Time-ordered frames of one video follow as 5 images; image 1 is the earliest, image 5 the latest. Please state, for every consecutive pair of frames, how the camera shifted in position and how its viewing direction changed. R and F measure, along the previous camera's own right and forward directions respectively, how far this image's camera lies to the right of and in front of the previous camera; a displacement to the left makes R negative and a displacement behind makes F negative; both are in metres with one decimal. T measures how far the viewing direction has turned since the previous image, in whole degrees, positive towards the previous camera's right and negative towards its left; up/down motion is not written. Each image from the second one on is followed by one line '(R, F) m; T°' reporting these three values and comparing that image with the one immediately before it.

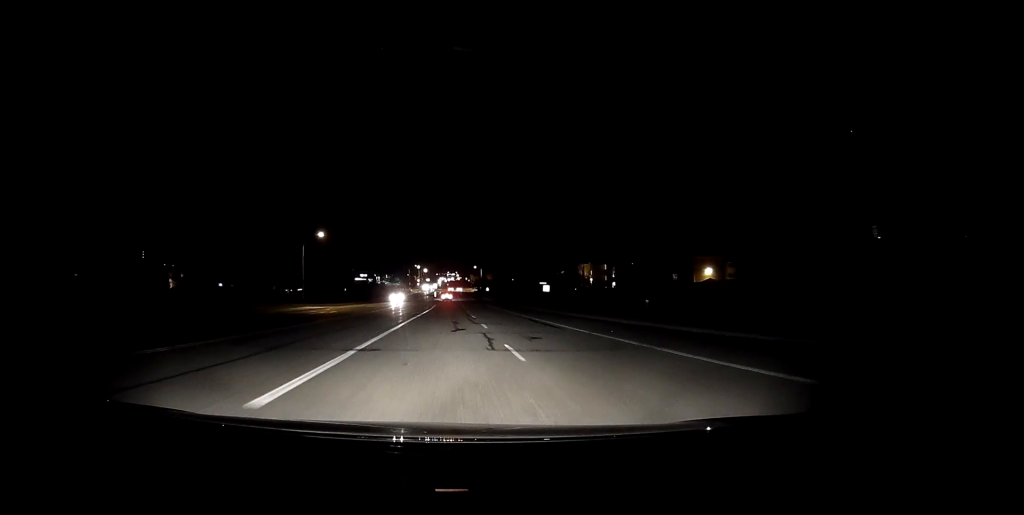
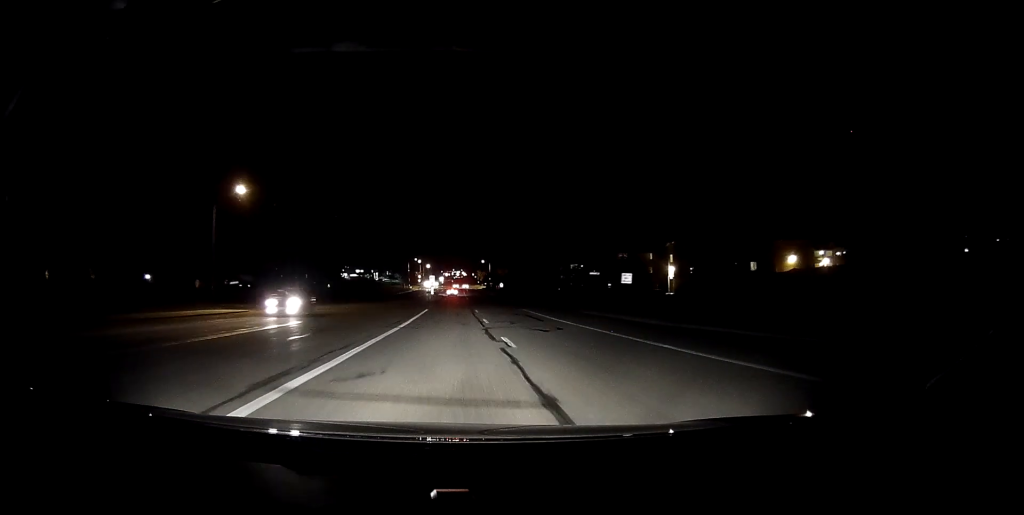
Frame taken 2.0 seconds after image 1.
(0.0, +34.5) m; 0°
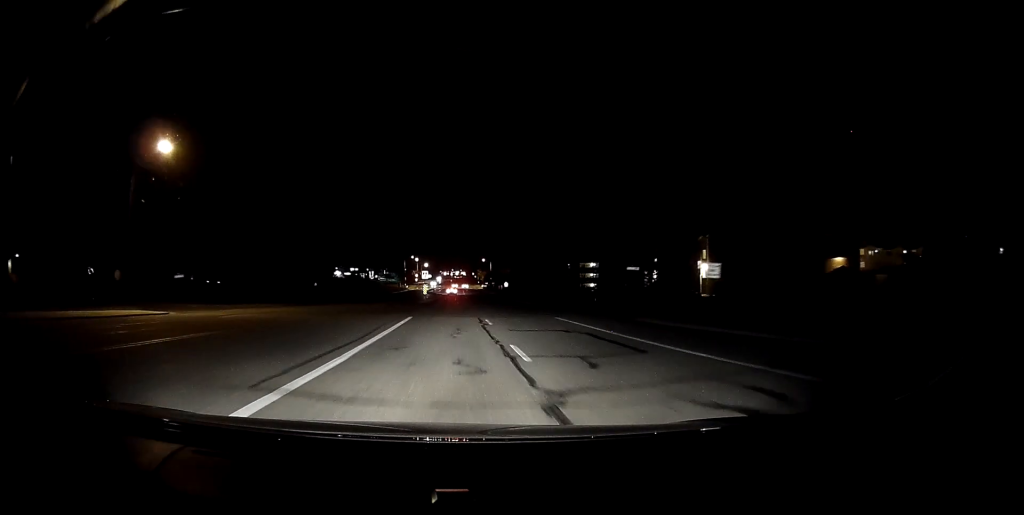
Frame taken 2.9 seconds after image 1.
(0.0, +15.0) m; 0°
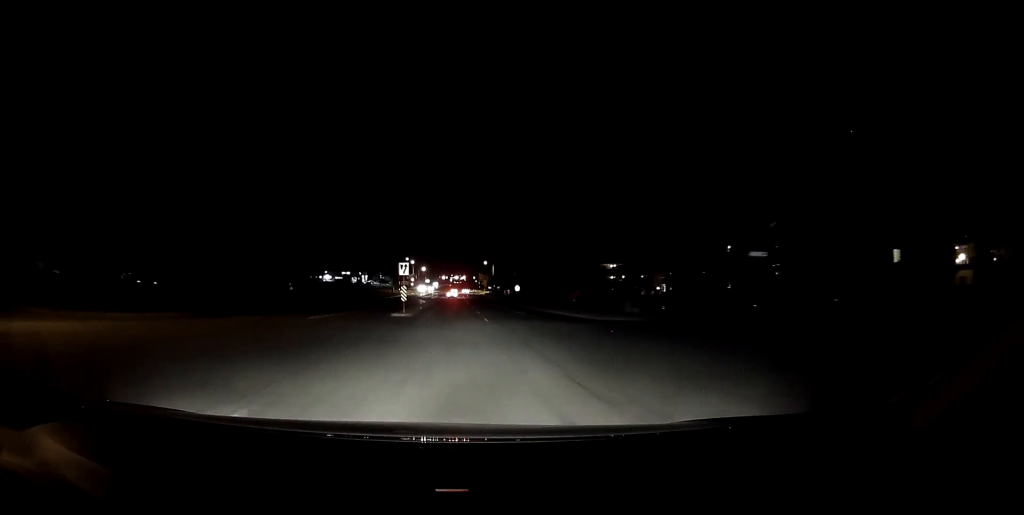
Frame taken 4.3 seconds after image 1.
(0.0, +22.9) m; 0°
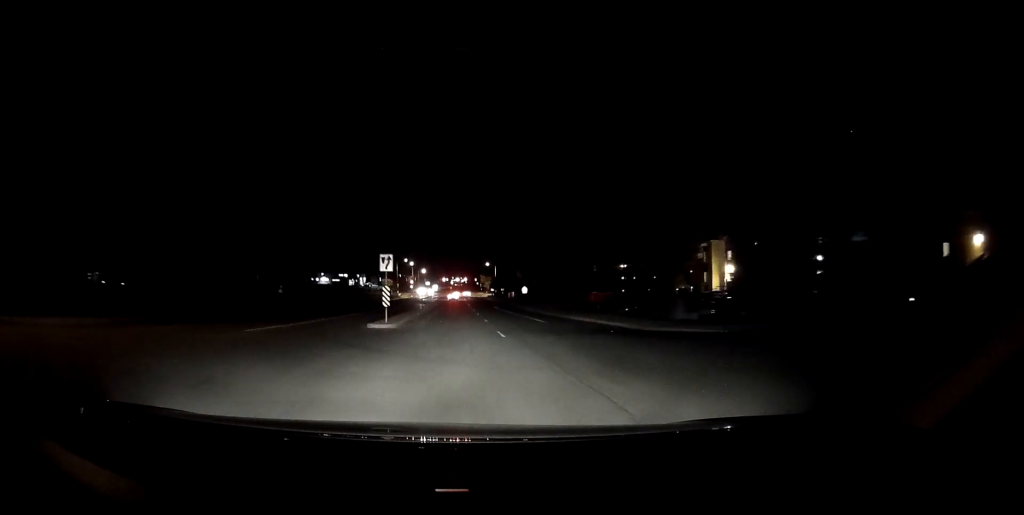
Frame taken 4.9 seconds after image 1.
(0.0, +9.1) m; 0°
